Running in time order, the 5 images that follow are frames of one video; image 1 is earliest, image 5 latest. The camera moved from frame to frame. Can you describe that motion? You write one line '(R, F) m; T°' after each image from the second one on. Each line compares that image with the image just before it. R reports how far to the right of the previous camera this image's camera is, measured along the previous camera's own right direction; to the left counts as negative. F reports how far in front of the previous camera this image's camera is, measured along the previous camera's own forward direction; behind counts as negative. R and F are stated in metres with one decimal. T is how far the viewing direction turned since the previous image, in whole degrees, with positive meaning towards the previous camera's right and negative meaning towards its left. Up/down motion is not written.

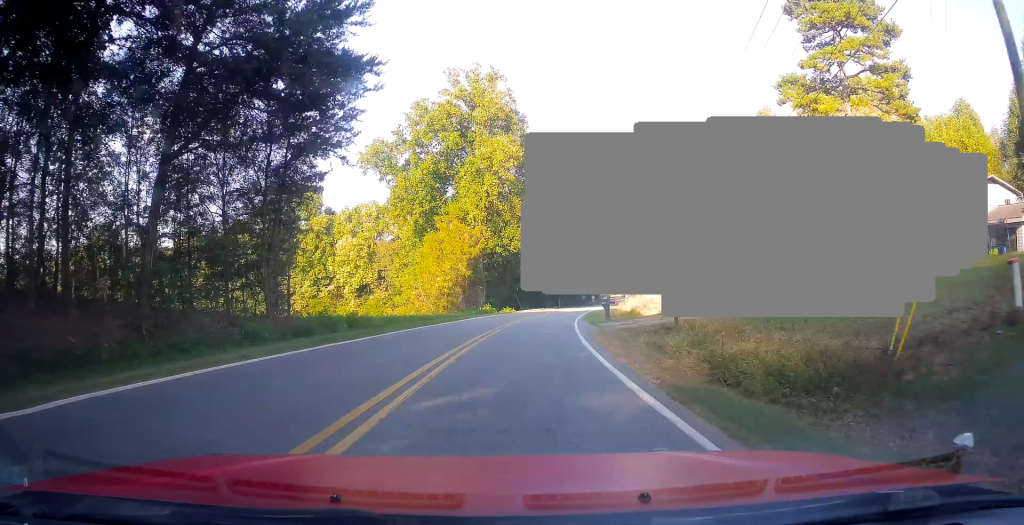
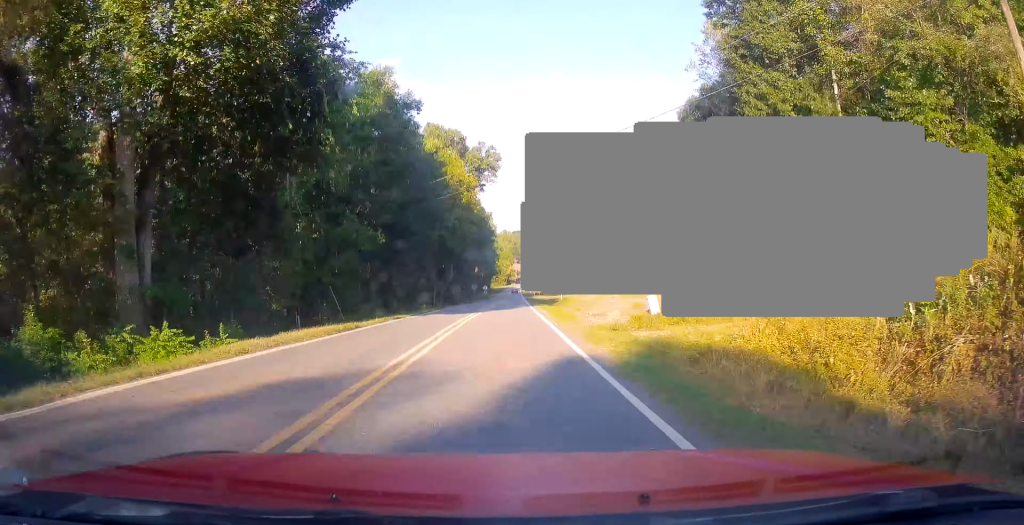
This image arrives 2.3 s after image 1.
(+5.2, +51.8) m; +10°
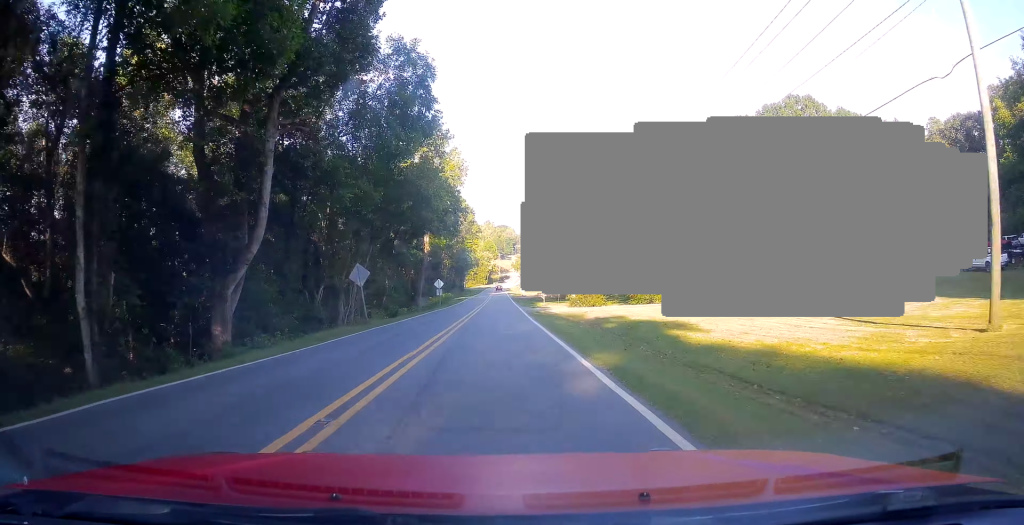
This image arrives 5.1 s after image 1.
(+3.0, +63.6) m; +5°
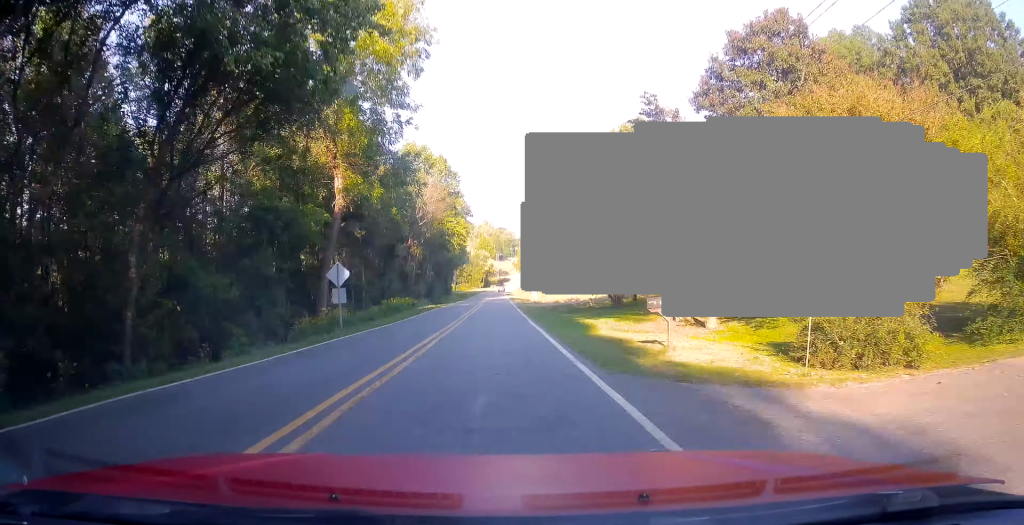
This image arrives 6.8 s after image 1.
(0.0, +37.9) m; 0°
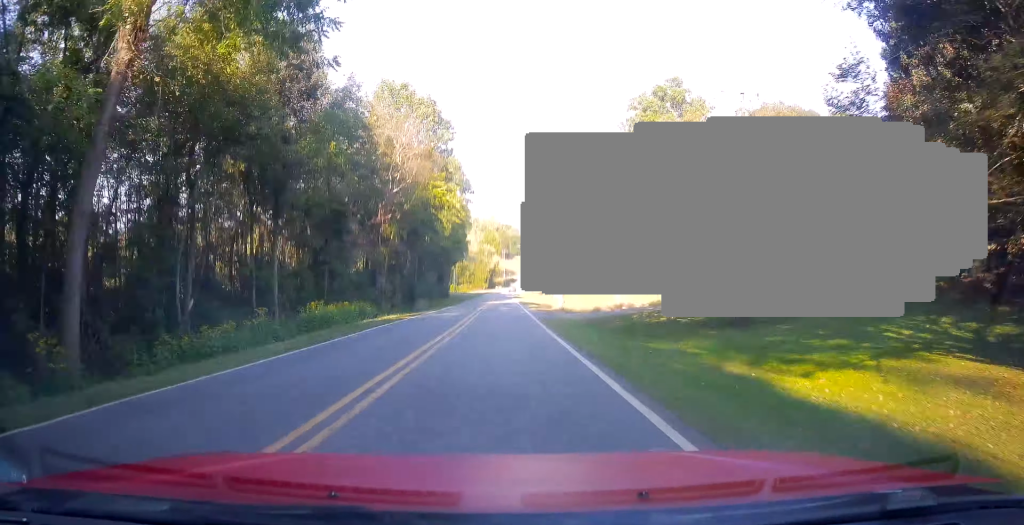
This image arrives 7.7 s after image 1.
(-0.2, +21.5) m; 0°
